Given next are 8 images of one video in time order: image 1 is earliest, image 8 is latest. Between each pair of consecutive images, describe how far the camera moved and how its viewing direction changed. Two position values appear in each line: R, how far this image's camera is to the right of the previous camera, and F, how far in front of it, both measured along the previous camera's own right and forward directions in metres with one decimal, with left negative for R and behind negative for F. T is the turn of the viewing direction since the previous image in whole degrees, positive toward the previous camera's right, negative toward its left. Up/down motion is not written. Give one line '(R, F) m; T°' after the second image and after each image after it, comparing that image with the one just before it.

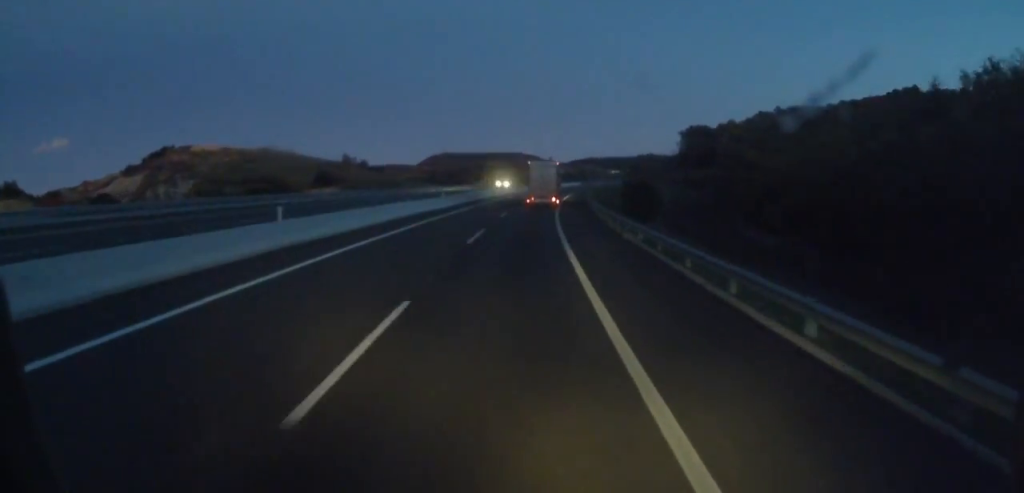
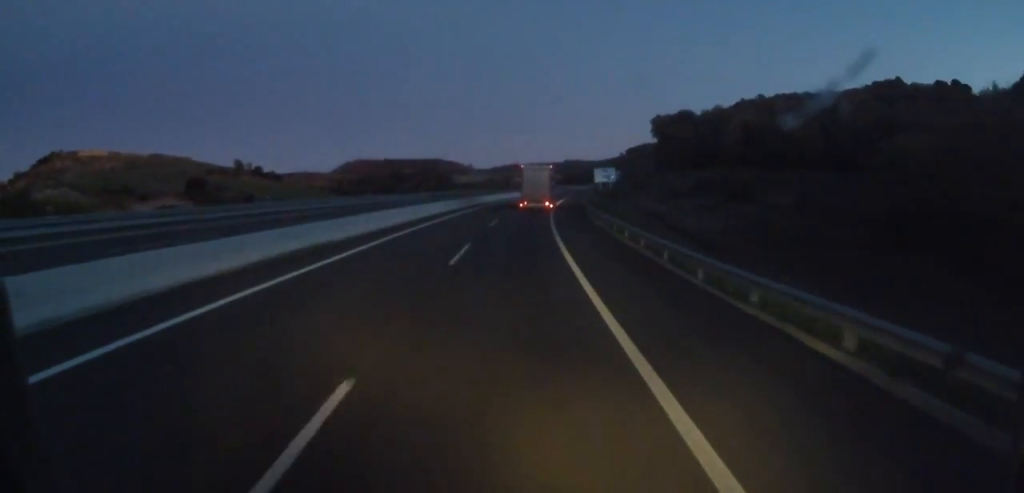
(+2.8, +61.2) m; +7°
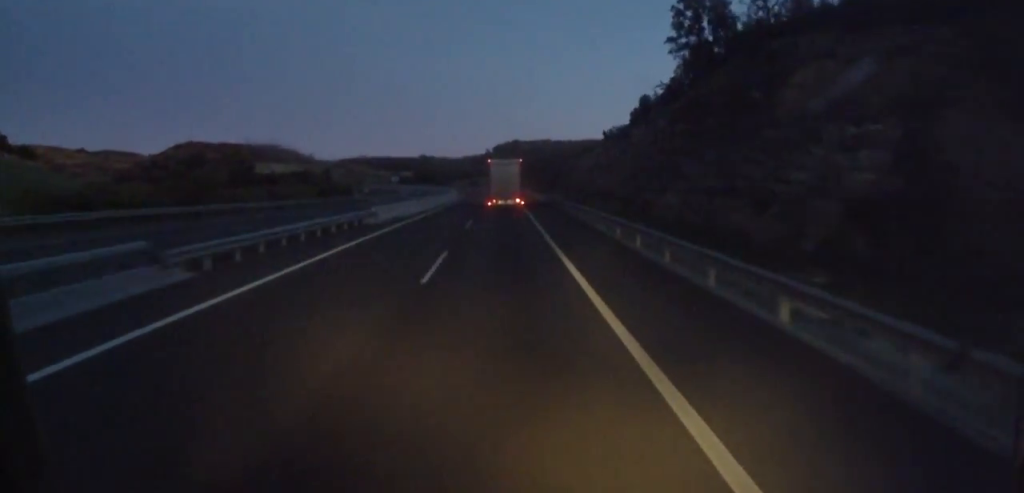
(+19.9, +129.3) m; +13°
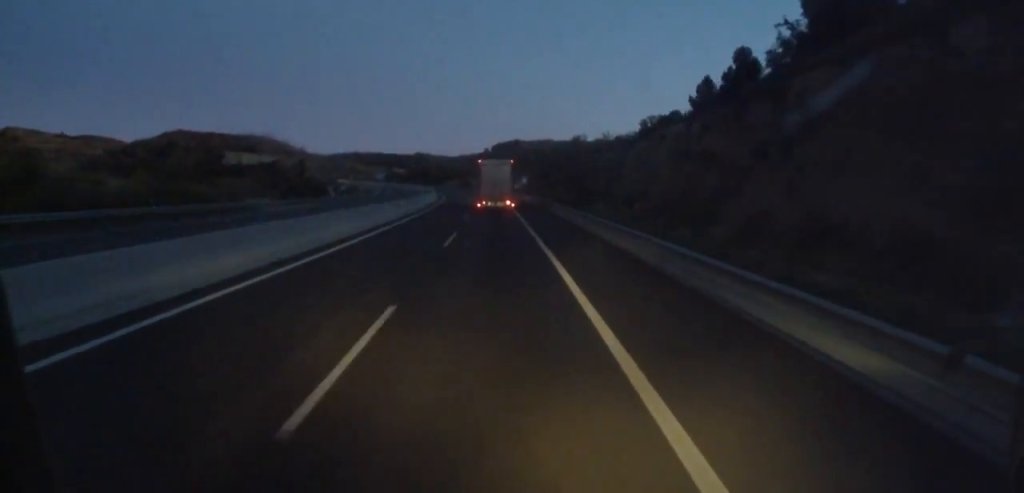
(+0.2, +36.6) m; 0°
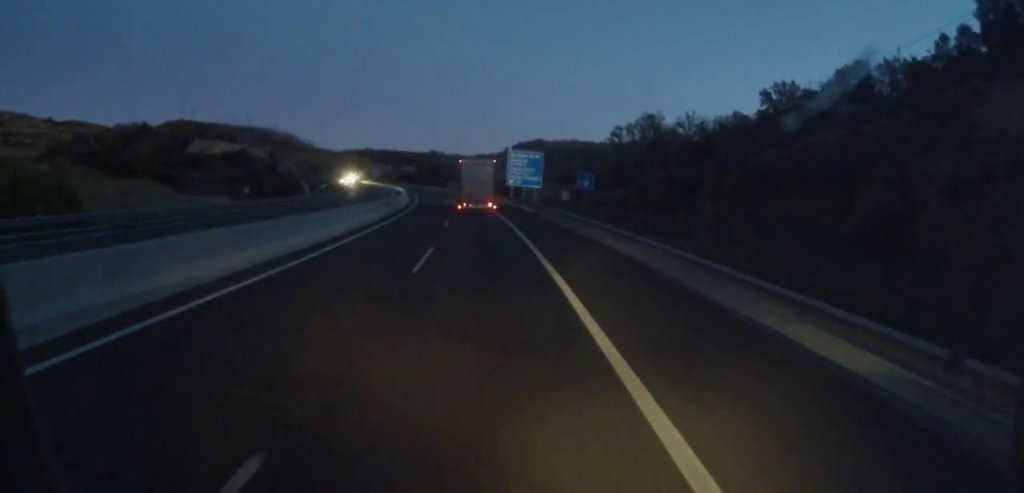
(-0.2, +50.0) m; -1°
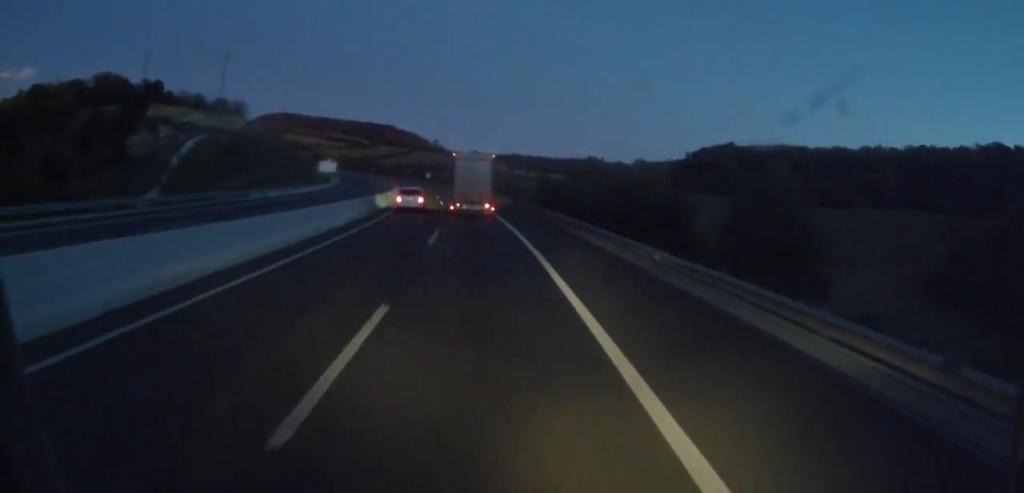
(-18.2, +144.1) m; -17°
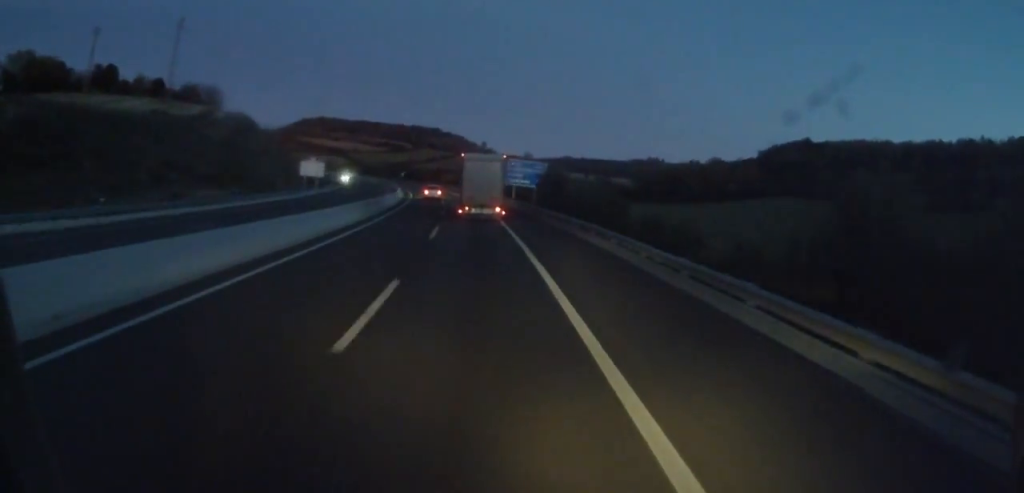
(-1.3, +43.9) m; -5°
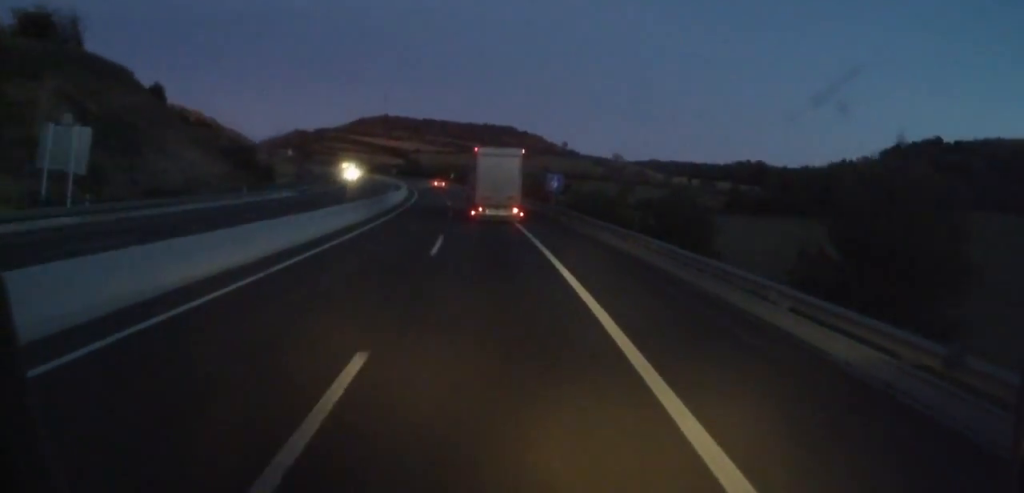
(-5.1, +68.3) m; -9°
